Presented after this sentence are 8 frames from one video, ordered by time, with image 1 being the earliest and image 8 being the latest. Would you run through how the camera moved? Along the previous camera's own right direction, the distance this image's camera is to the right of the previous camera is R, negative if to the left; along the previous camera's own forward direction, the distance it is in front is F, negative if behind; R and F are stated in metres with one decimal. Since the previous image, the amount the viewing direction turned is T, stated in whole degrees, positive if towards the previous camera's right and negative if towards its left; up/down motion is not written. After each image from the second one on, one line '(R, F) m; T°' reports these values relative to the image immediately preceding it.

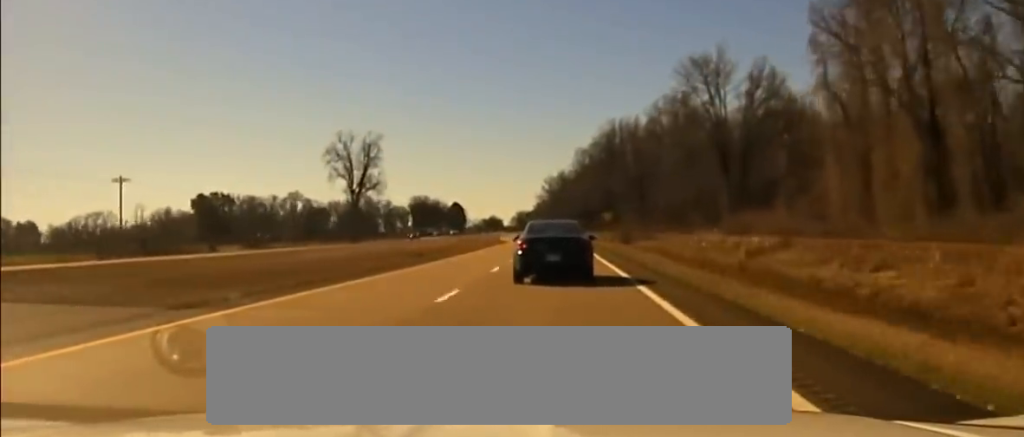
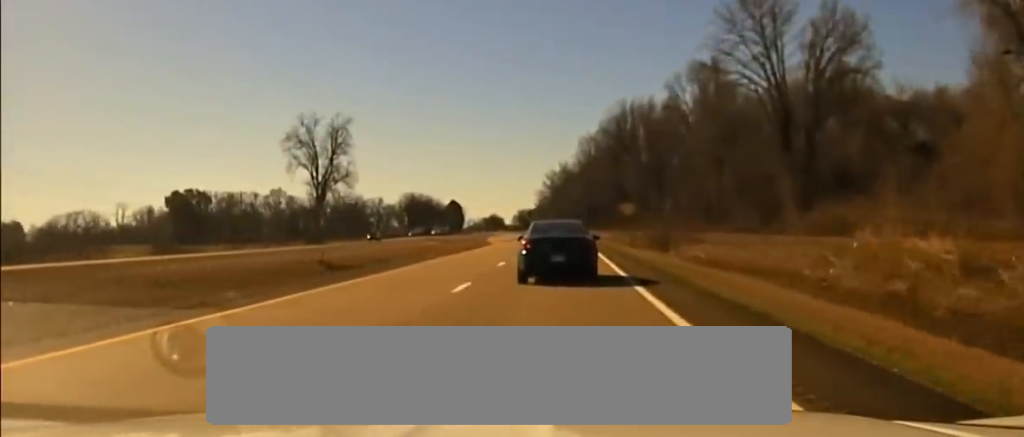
(0.0, +35.4) m; 0°
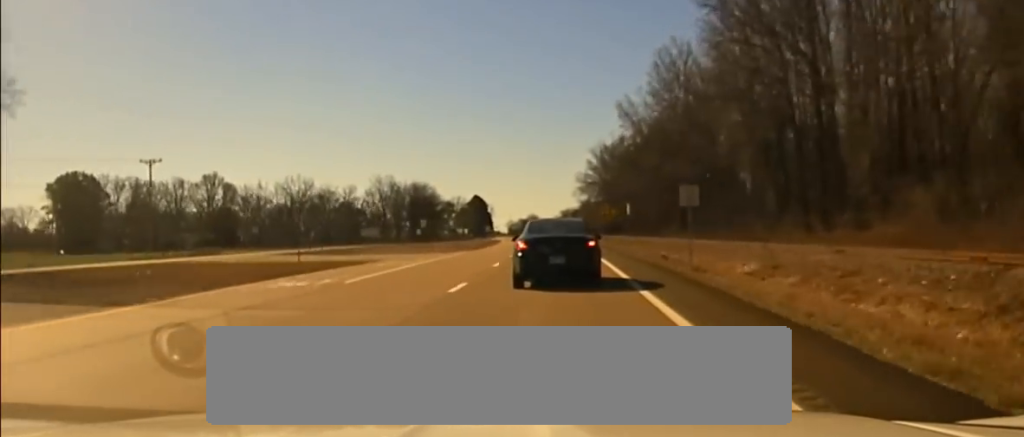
(-2.6, +152.3) m; -3°
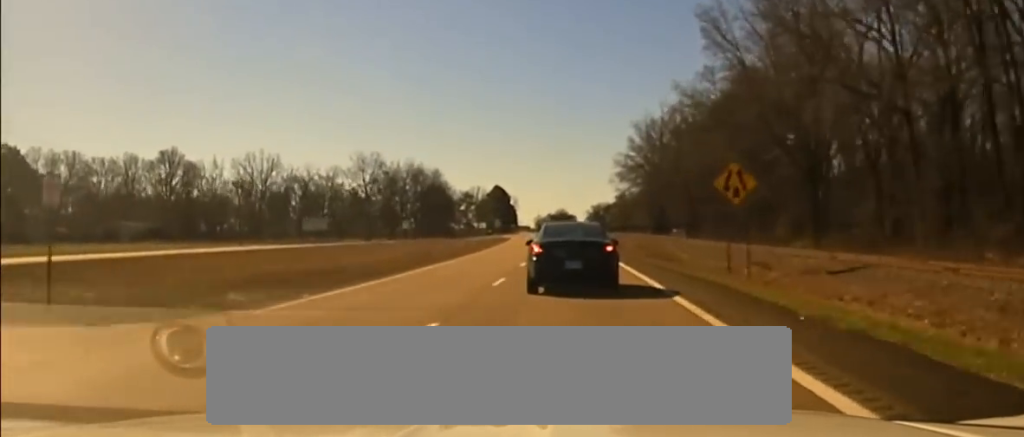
(-0.9, +60.1) m; -2°
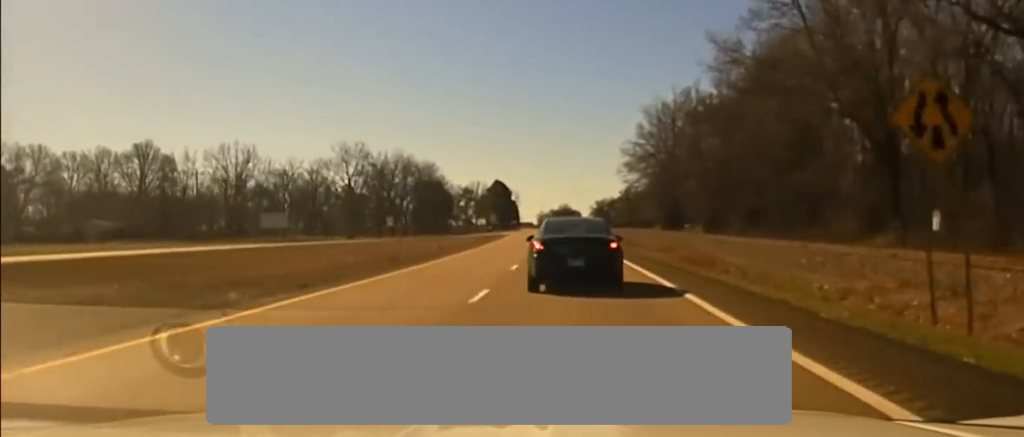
(-0.2, +19.7) m; -1°
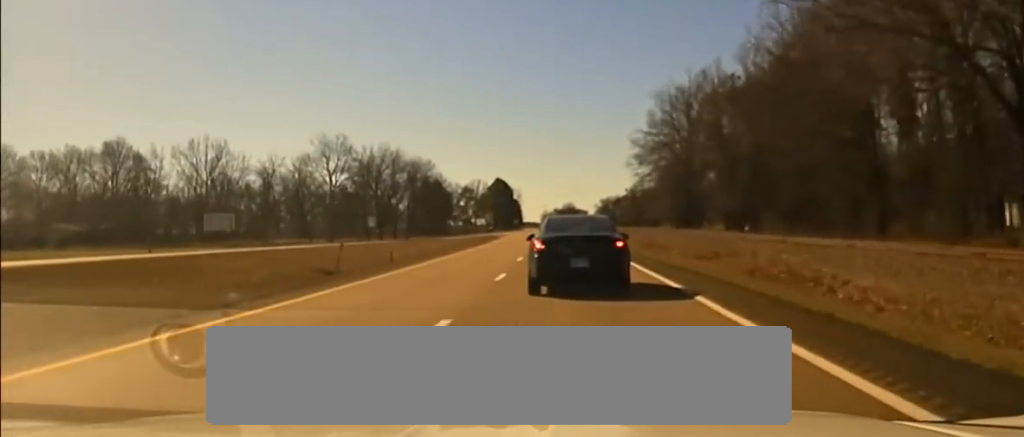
(-0.2, +17.0) m; 0°
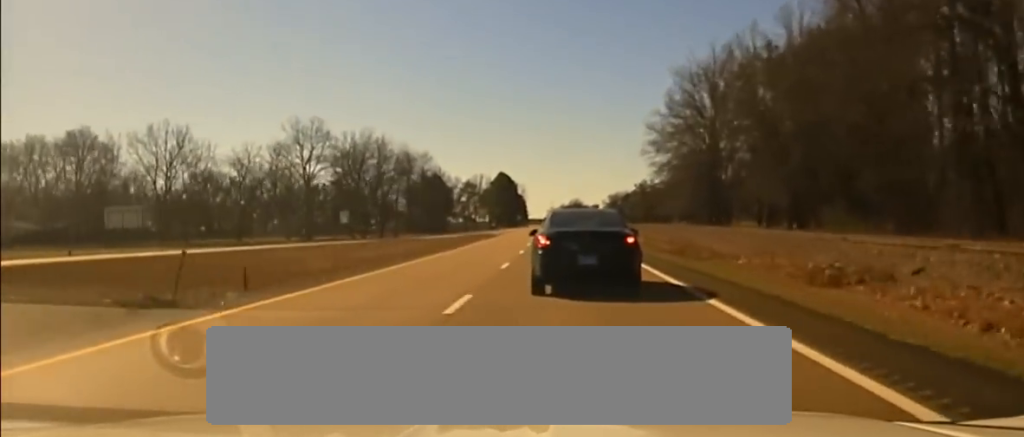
(0.0, +21.2) m; 0°
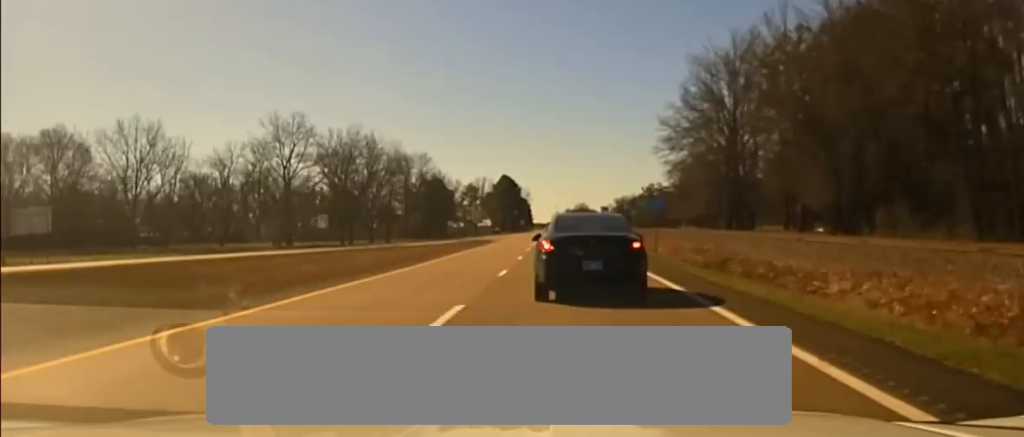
(0.0, +13.9) m; 0°
